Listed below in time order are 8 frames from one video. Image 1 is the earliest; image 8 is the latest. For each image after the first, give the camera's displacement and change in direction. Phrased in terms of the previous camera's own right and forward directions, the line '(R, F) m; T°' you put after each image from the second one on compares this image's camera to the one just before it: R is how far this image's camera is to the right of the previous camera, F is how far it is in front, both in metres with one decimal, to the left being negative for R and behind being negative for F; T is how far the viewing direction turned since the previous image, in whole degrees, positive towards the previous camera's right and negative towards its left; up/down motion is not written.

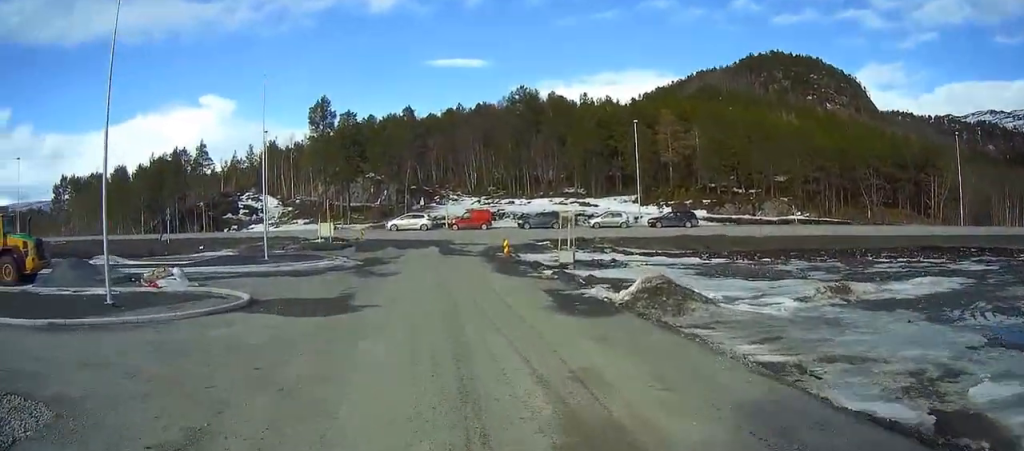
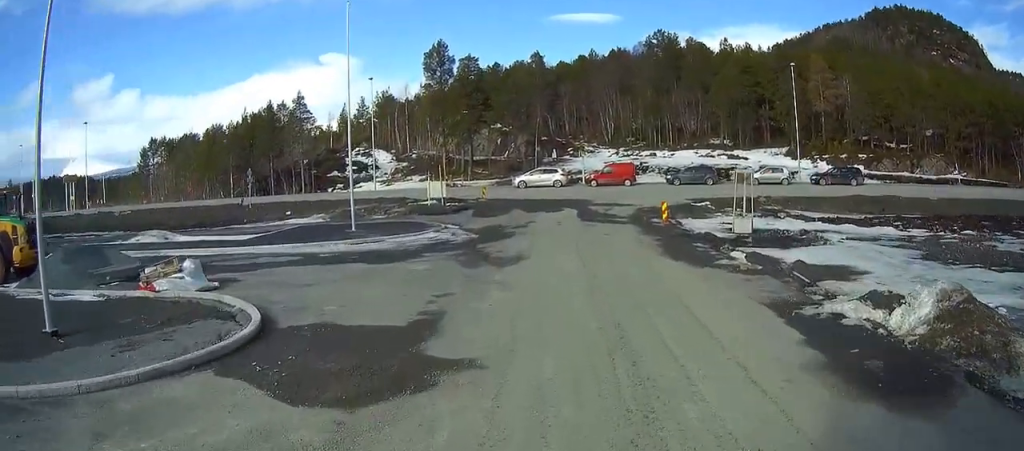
(-1.3, +9.4) m; -12°
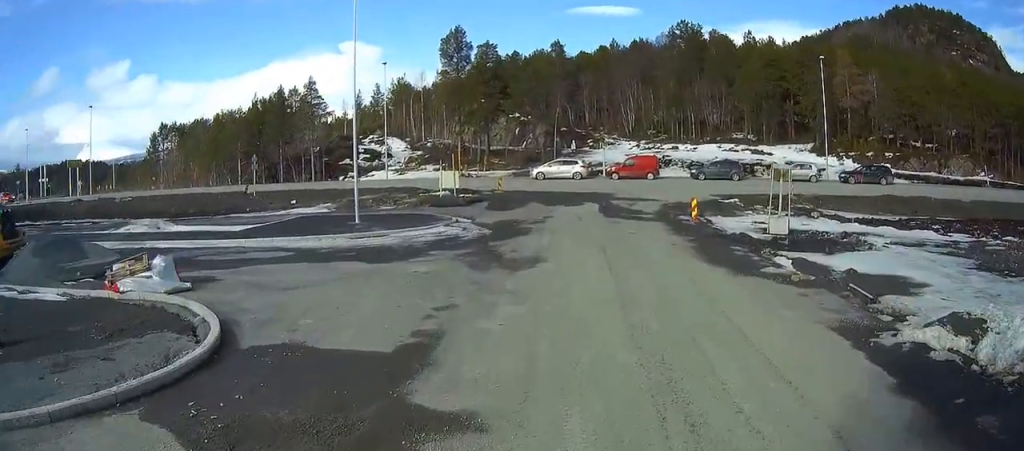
(-0.1, +2.5) m; -2°
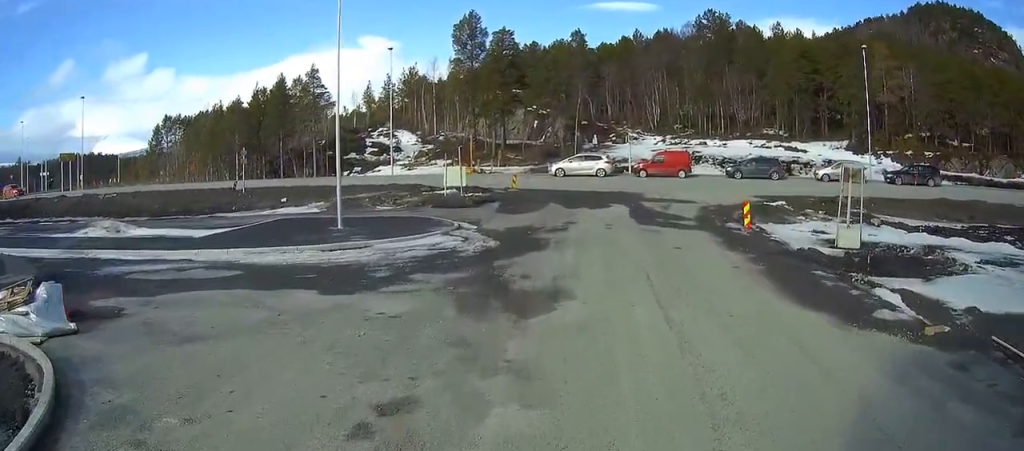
(-0.1, +5.2) m; -2°
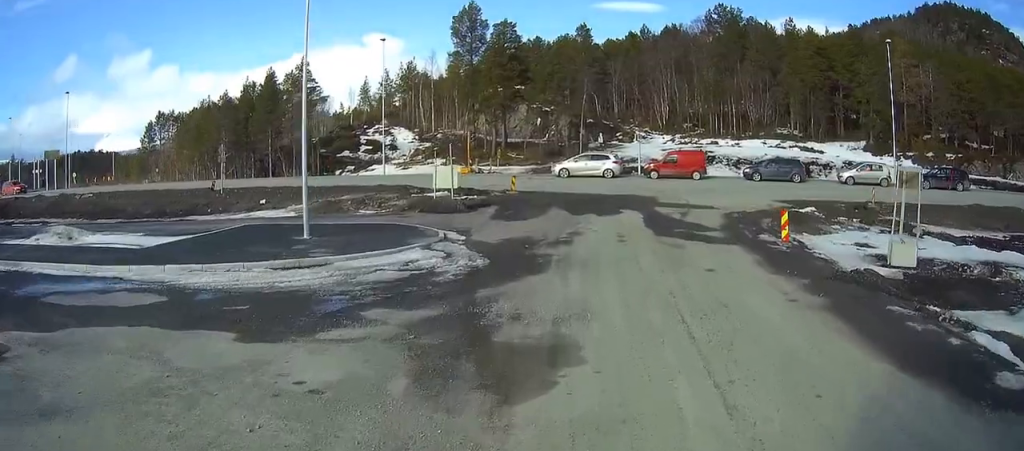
(0.0, +3.7) m; 0°
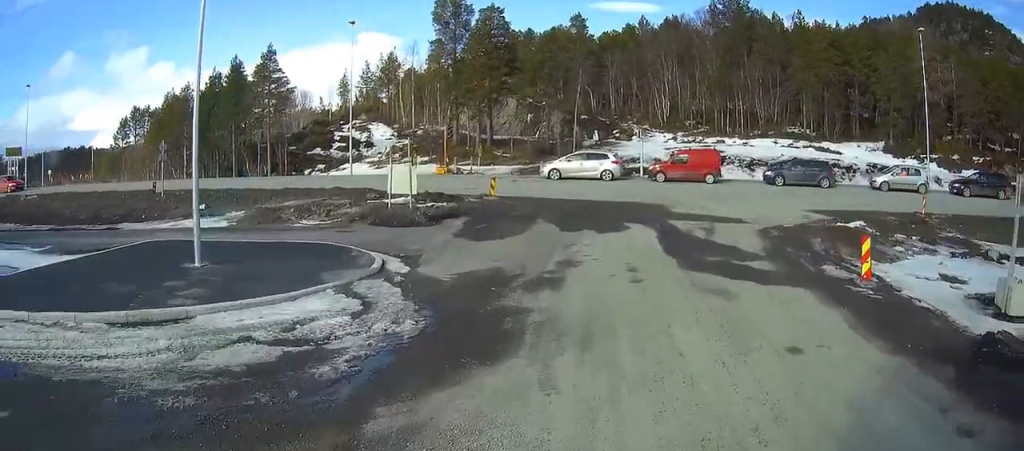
(0.0, +6.1) m; +1°
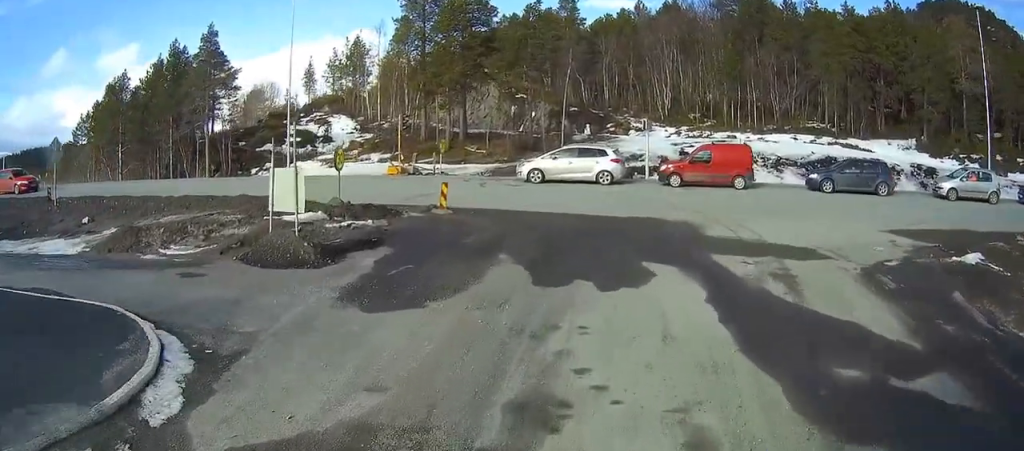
(+0.3, +8.6) m; +5°
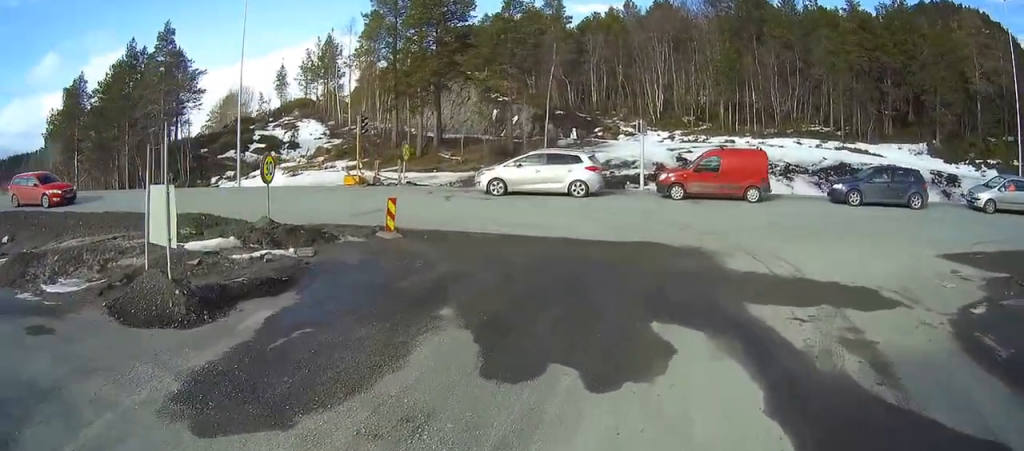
(+0.2, +5.0) m; +2°
